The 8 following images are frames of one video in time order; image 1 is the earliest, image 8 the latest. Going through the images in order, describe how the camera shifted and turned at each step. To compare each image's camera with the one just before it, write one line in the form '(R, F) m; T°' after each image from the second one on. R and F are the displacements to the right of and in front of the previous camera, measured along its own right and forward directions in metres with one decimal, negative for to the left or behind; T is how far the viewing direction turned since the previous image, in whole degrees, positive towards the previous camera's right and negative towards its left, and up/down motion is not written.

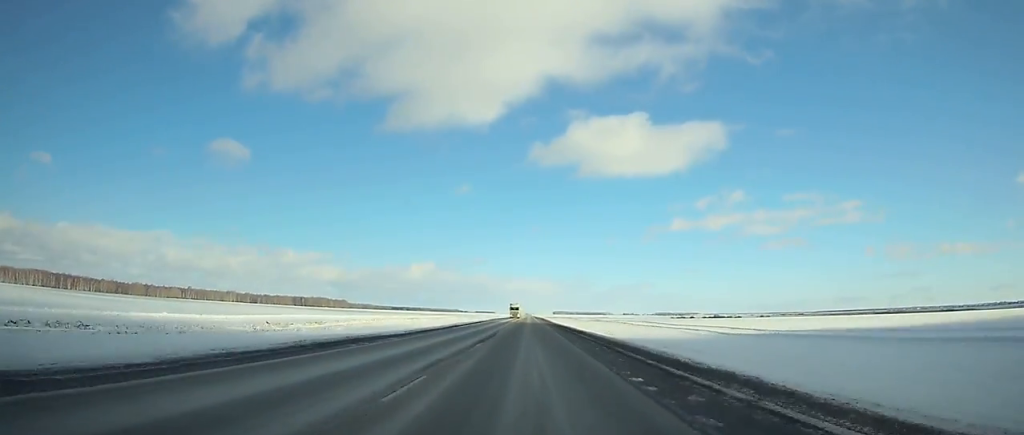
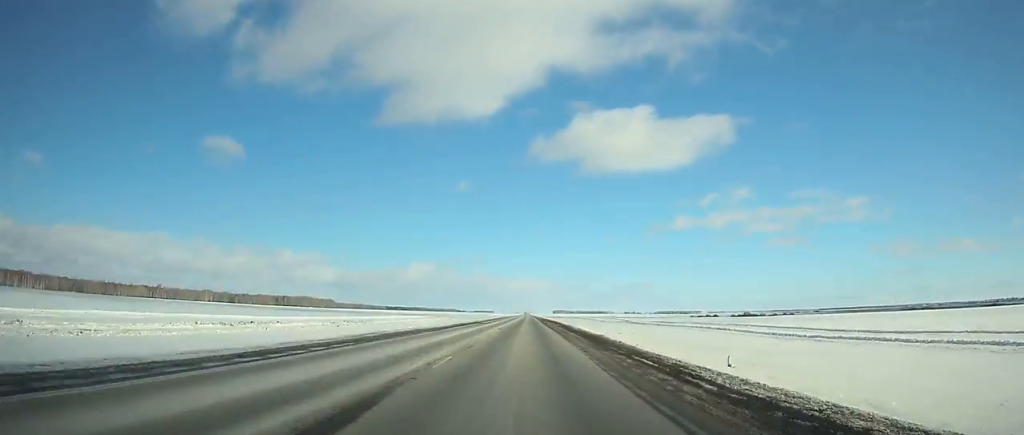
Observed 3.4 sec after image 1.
(+0.3, +110.0) m; 0°
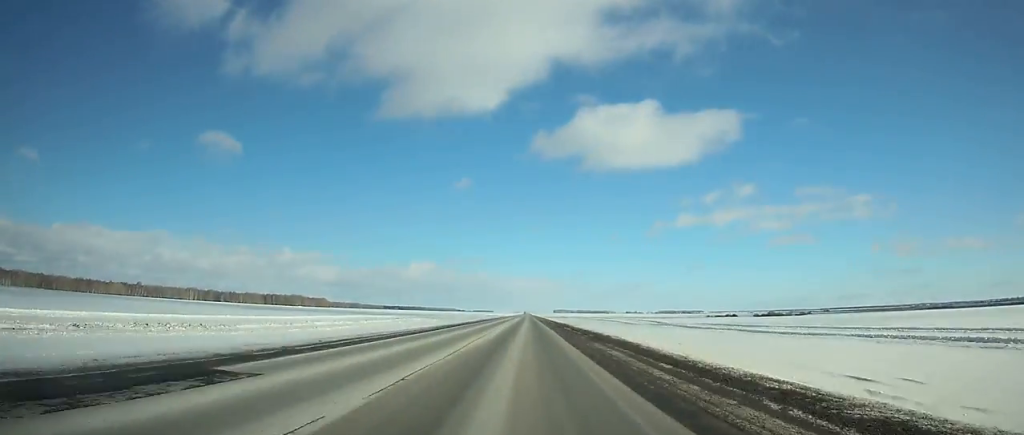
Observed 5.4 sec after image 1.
(0.0, +64.4) m; 0°
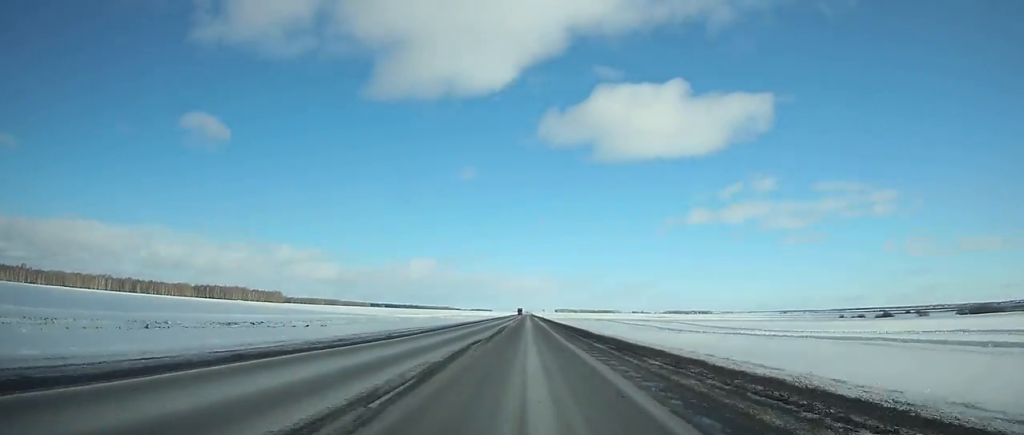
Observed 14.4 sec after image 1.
(-0.7, +286.1) m; 0°
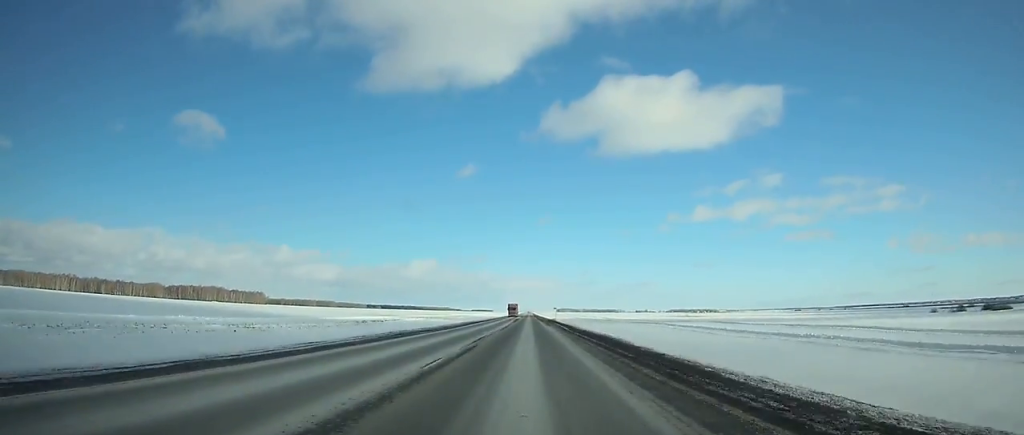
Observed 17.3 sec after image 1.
(+0.2, +91.1) m; 0°
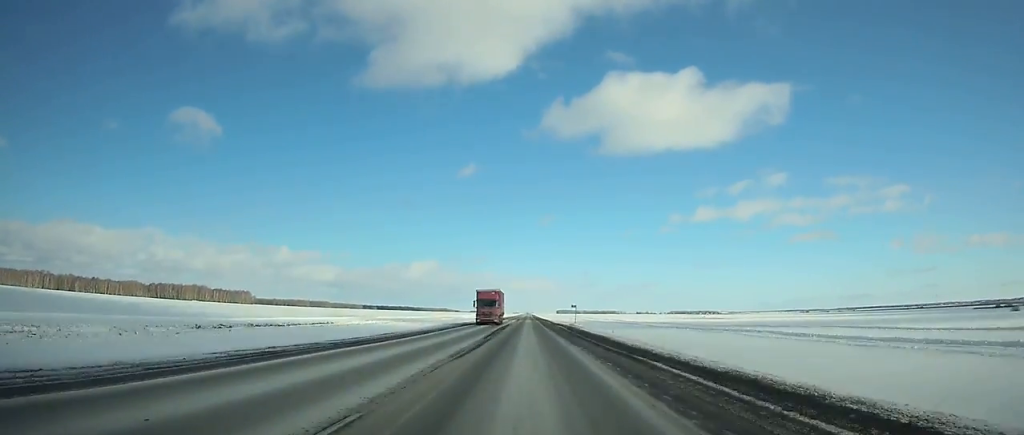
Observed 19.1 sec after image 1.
(0.0, +55.7) m; 0°
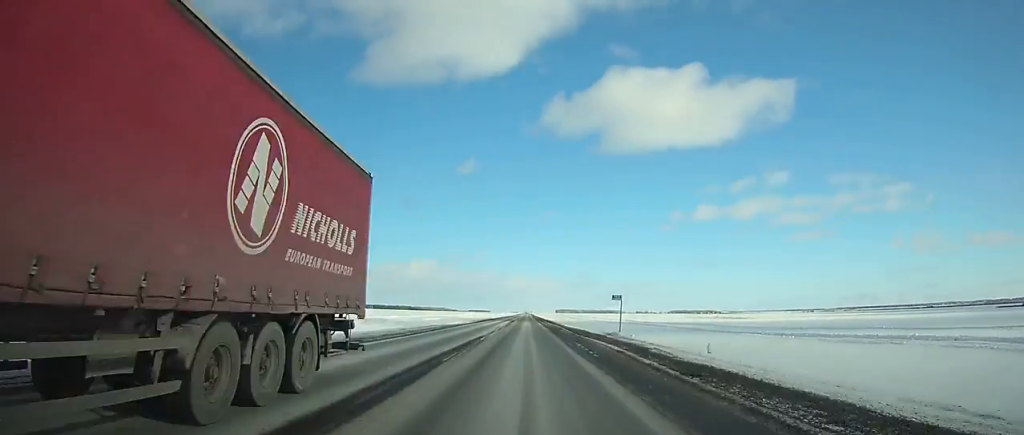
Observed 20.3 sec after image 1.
(+0.1, +37.0) m; 0°
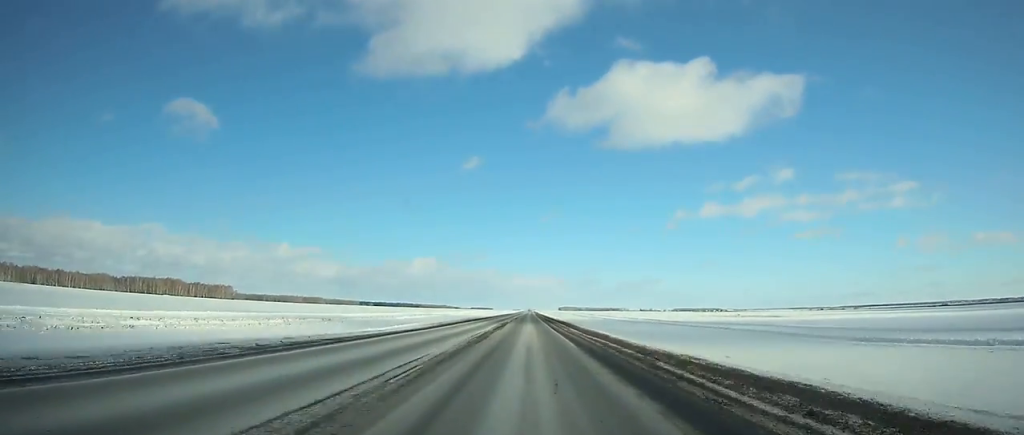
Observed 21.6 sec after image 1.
(-0.1, +39.3) m; 0°
